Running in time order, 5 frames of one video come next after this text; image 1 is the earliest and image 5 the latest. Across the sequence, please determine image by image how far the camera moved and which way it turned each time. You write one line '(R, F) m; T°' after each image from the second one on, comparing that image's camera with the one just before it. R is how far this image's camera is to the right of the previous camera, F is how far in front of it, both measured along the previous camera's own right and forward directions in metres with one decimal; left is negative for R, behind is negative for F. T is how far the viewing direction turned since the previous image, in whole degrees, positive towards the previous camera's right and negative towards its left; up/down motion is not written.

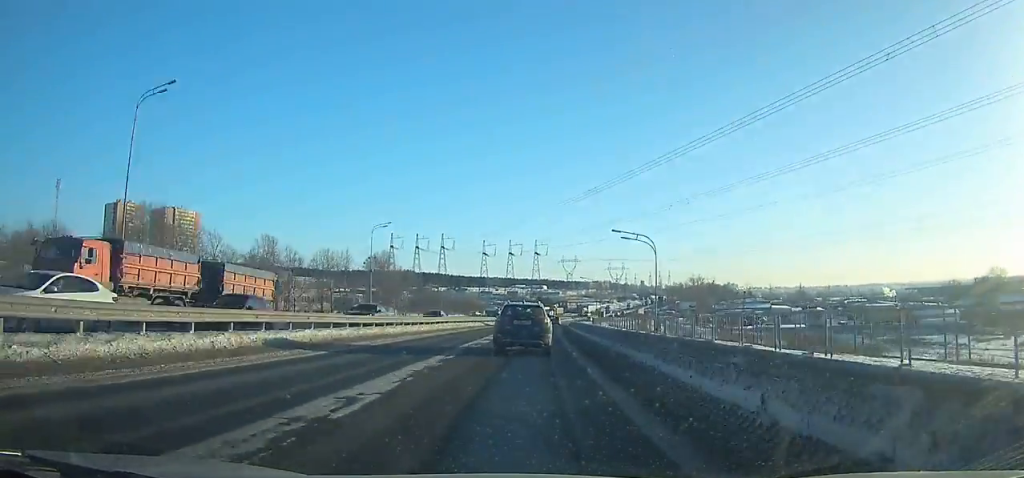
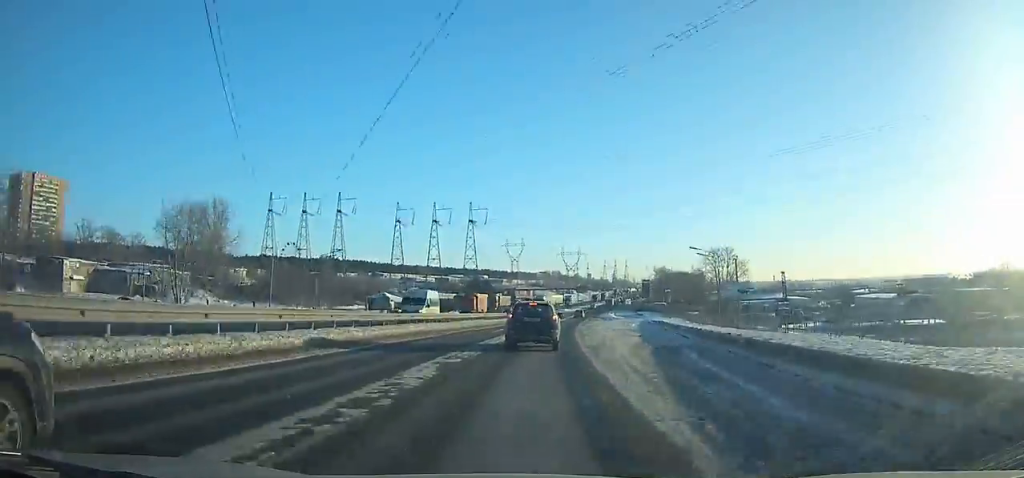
(+4.8, +94.5) m; +7°
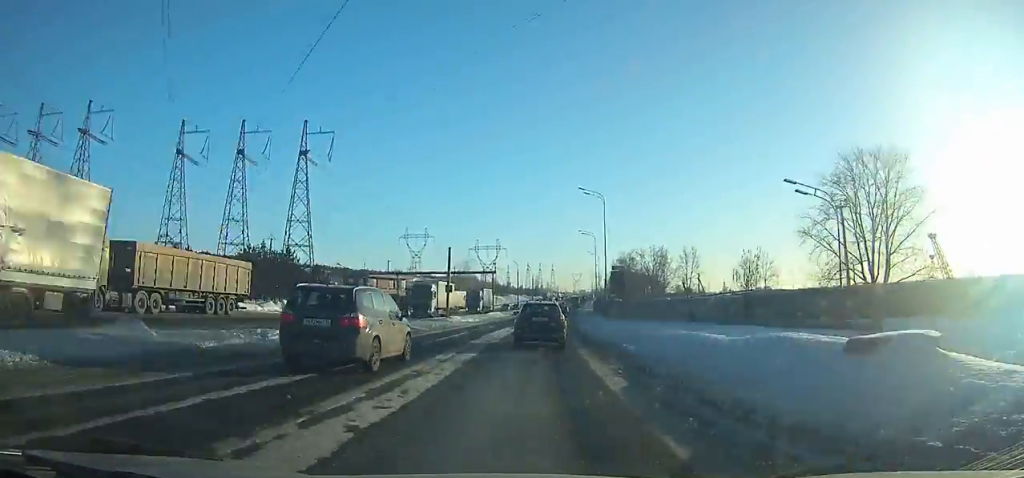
(+7.6, +104.0) m; +8°
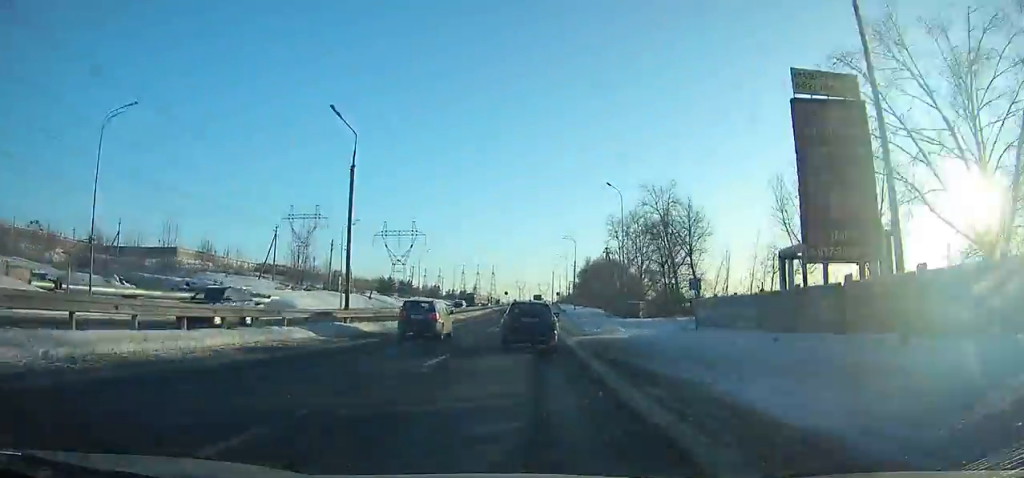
(+4.9, +108.3) m; +4°
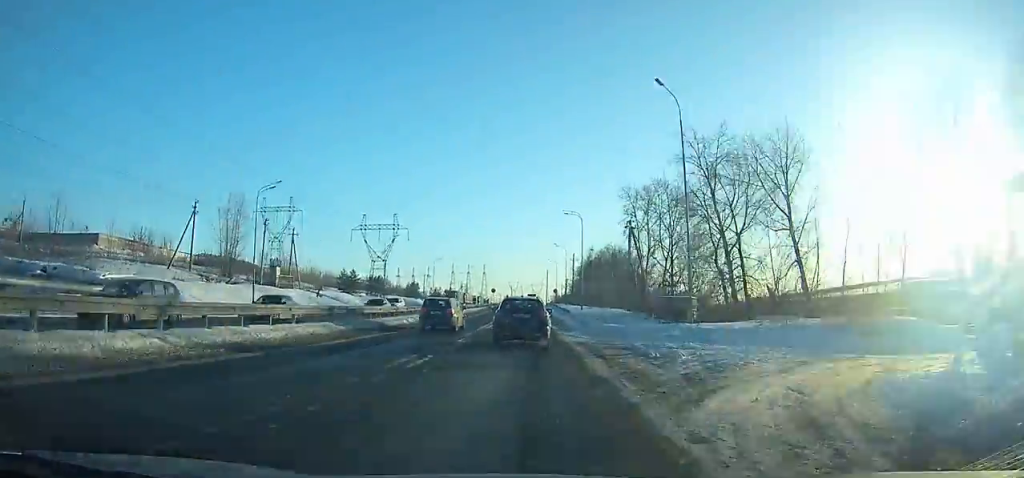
(+0.2, +22.8) m; 0°
